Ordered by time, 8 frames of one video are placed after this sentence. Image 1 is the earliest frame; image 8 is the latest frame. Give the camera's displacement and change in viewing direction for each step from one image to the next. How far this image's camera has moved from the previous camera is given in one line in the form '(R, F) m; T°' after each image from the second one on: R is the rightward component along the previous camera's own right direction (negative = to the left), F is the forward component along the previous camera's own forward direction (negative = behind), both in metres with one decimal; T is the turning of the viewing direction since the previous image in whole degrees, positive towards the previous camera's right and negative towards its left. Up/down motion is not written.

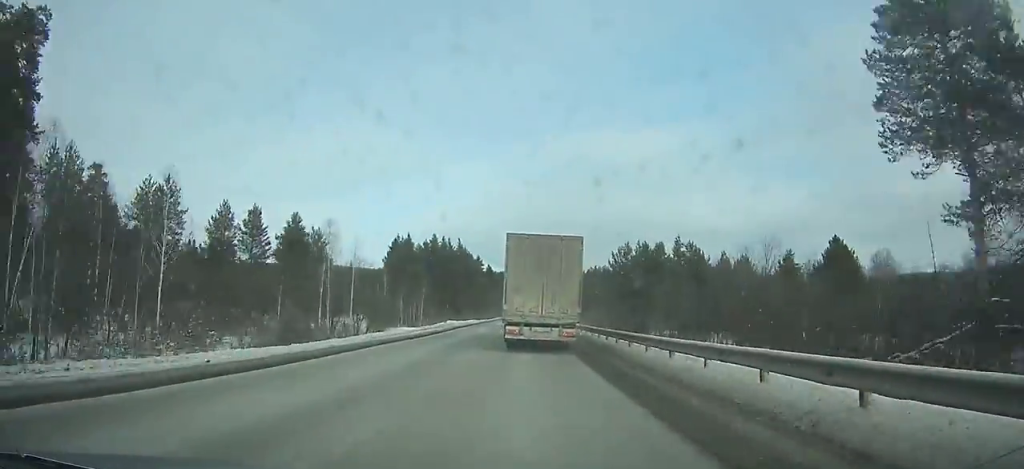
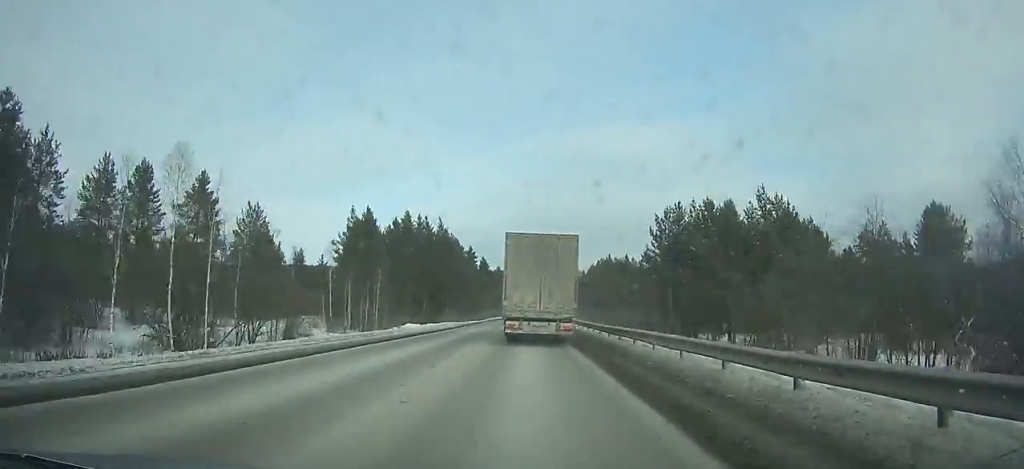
(+0.1, +28.5) m; 0°
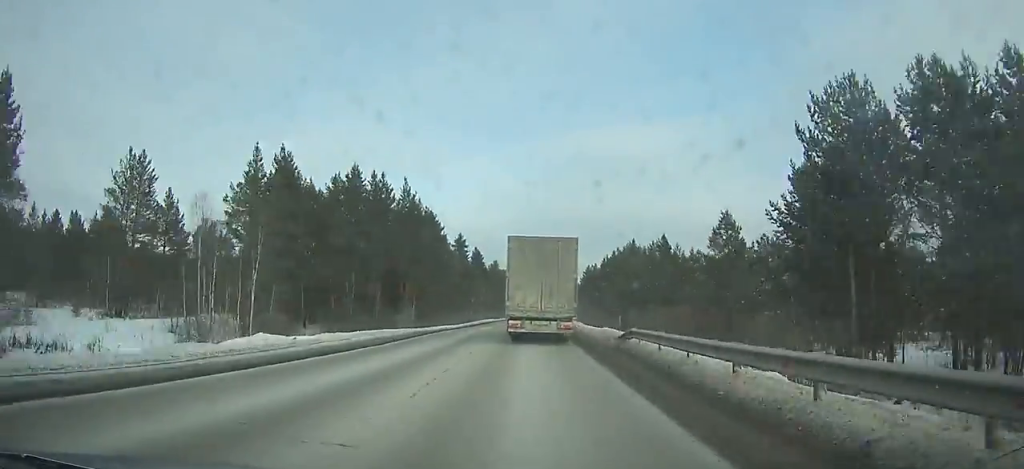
(+0.1, +30.8) m; 0°
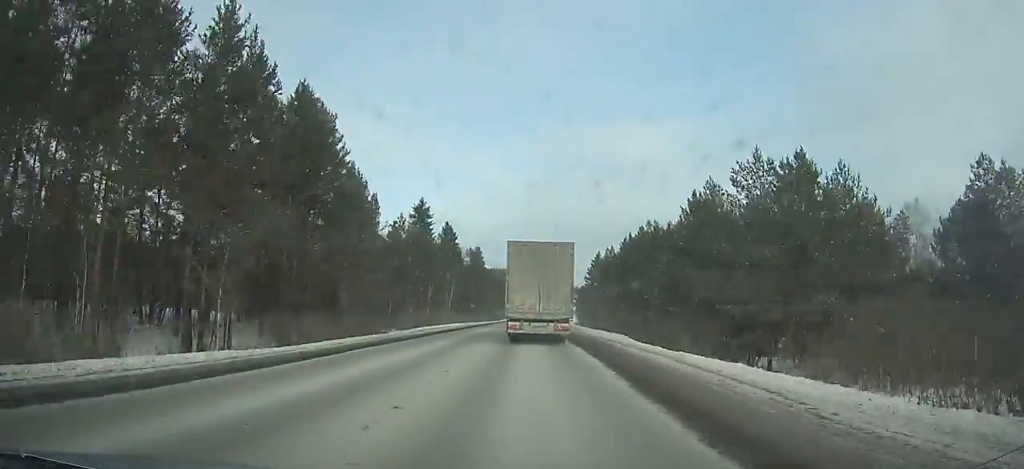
(+0.1, +45.3) m; 0°
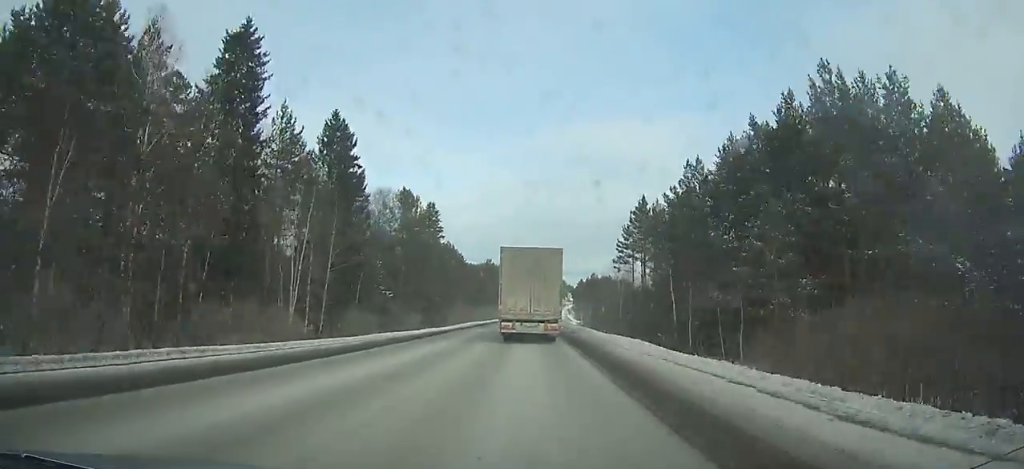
(+0.4, +66.6) m; +1°
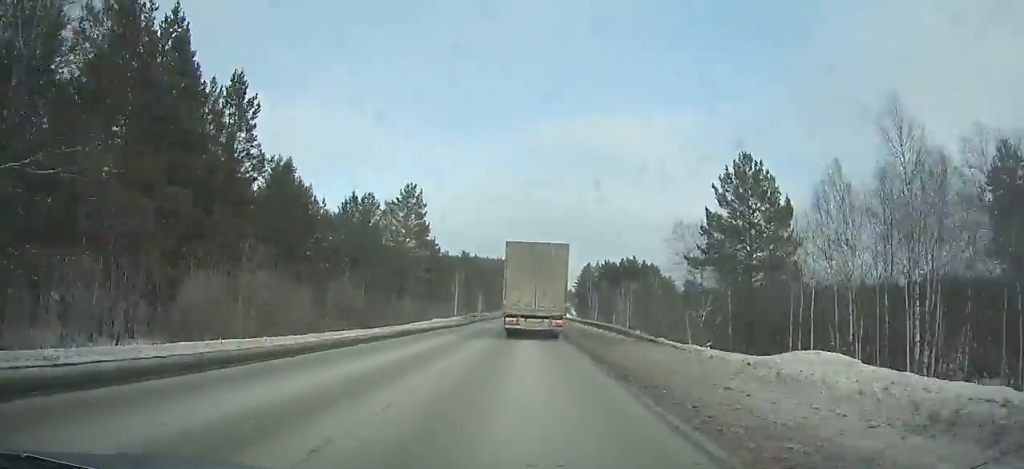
(+1.6, +115.4) m; +2°
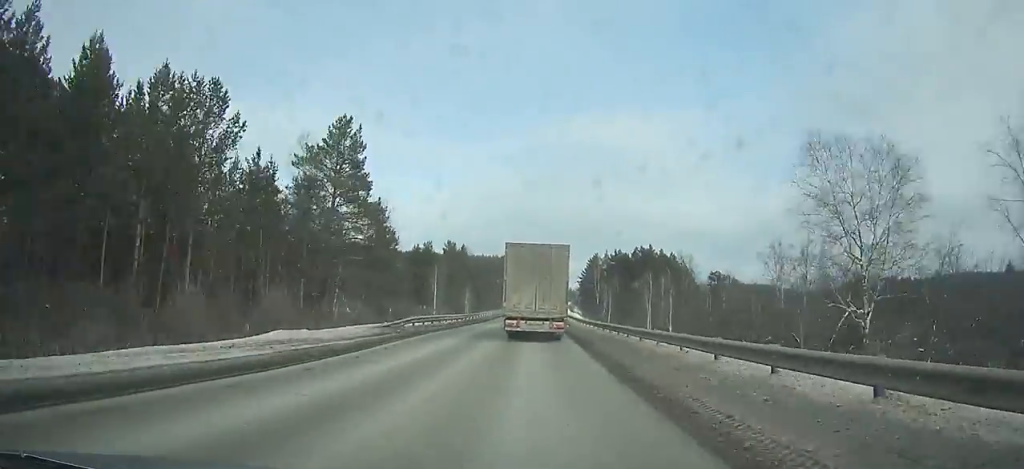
(+0.1, +31.3) m; 0°
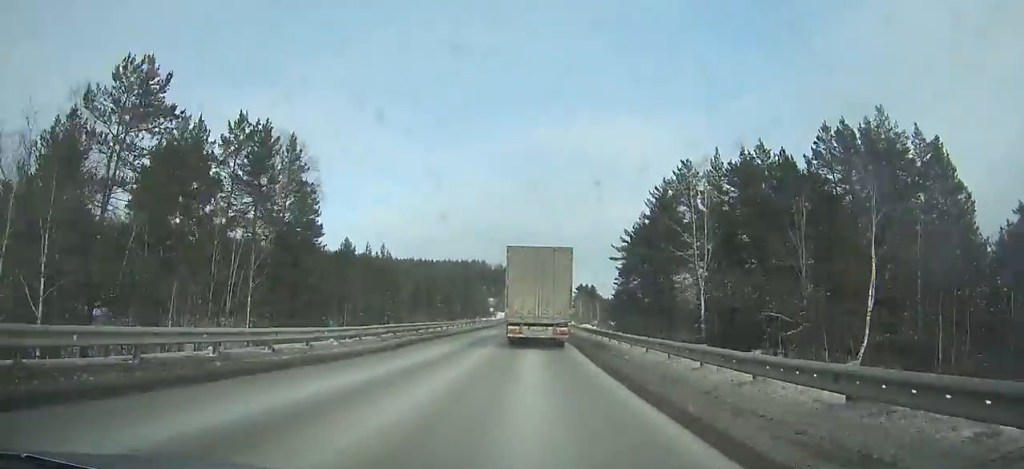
(+1.8, +123.3) m; +2°
